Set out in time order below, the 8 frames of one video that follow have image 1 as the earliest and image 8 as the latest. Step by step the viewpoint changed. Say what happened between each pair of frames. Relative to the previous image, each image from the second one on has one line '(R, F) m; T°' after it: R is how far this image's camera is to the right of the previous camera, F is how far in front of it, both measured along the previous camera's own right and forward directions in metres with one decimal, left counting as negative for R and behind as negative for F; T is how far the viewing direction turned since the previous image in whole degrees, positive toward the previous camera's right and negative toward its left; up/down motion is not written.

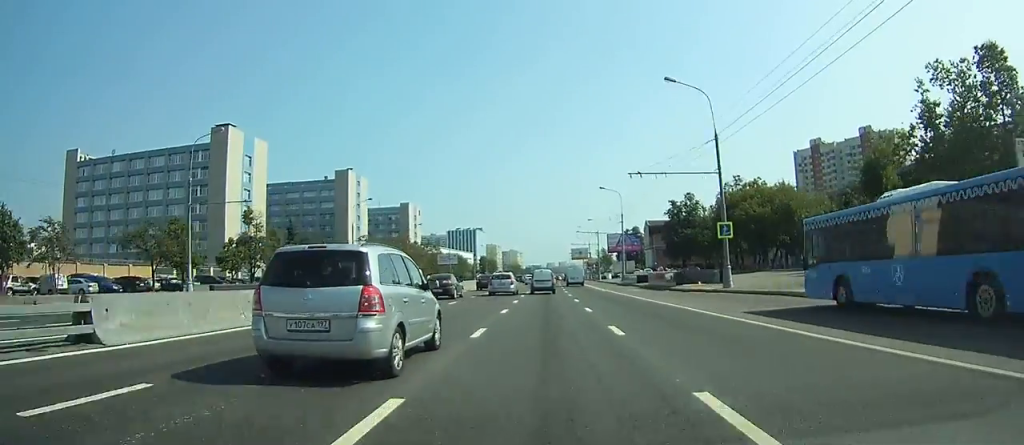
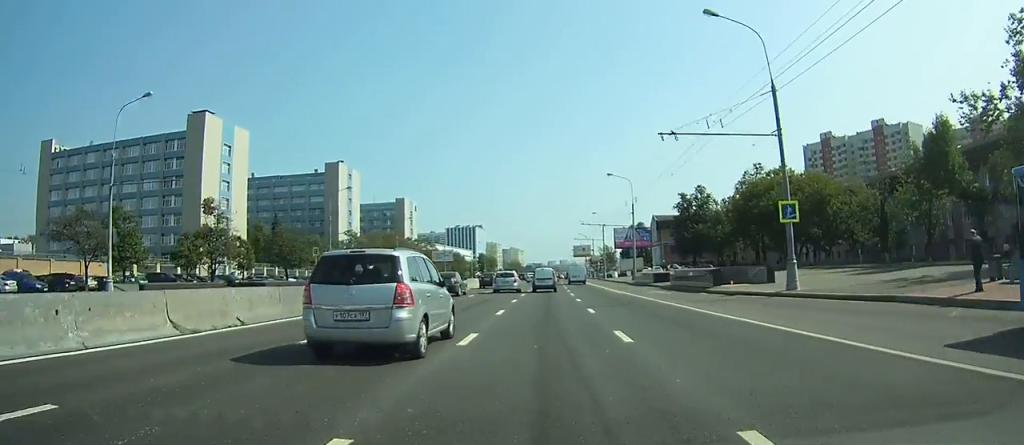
(0.0, +9.5) m; 0°
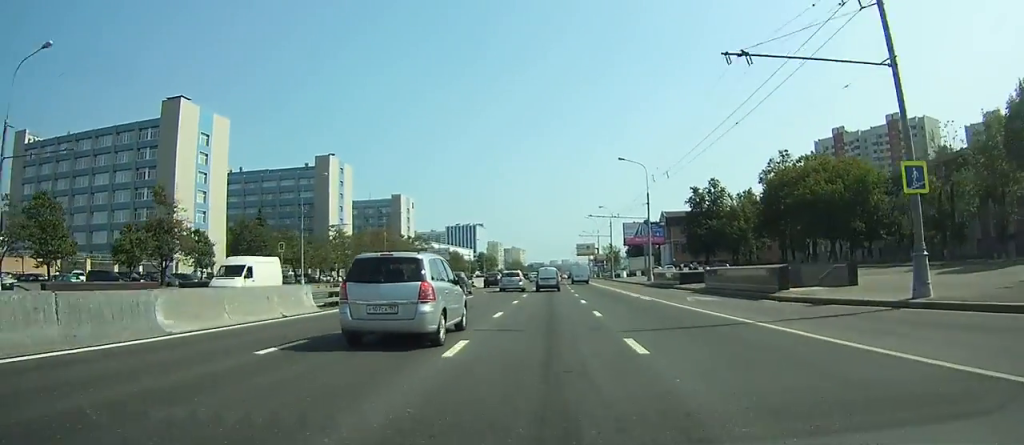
(0.0, +9.6) m; 0°
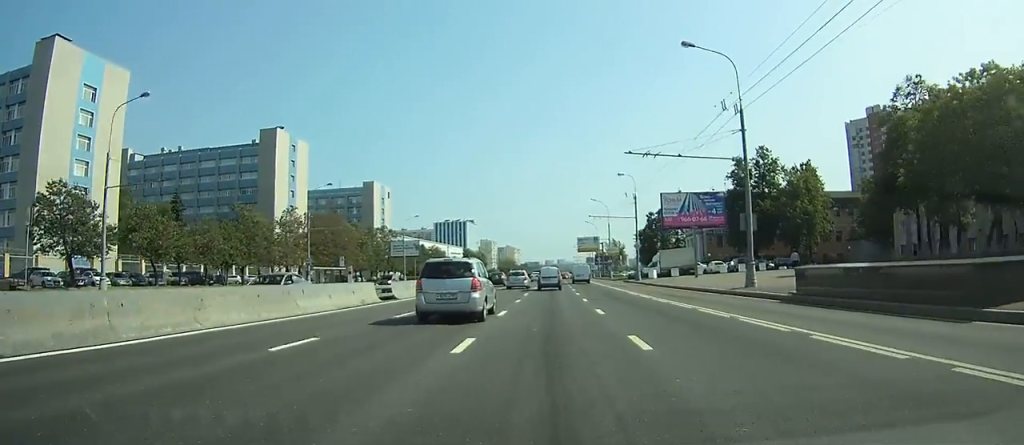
(-0.2, +31.8) m; -1°
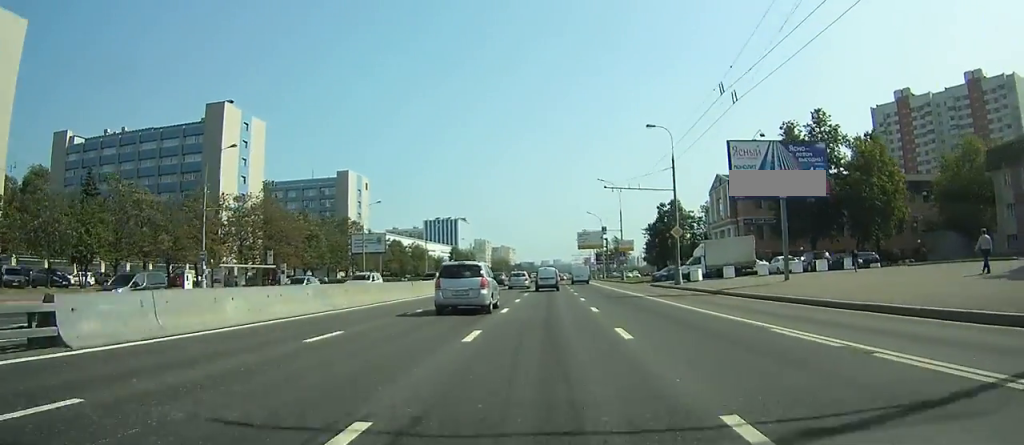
(0.0, +22.3) m; 0°
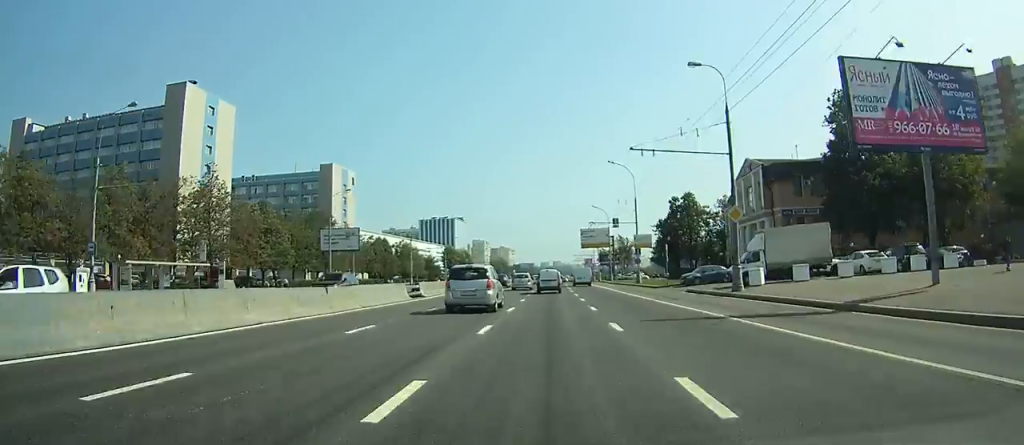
(0.0, +13.9) m; 0°
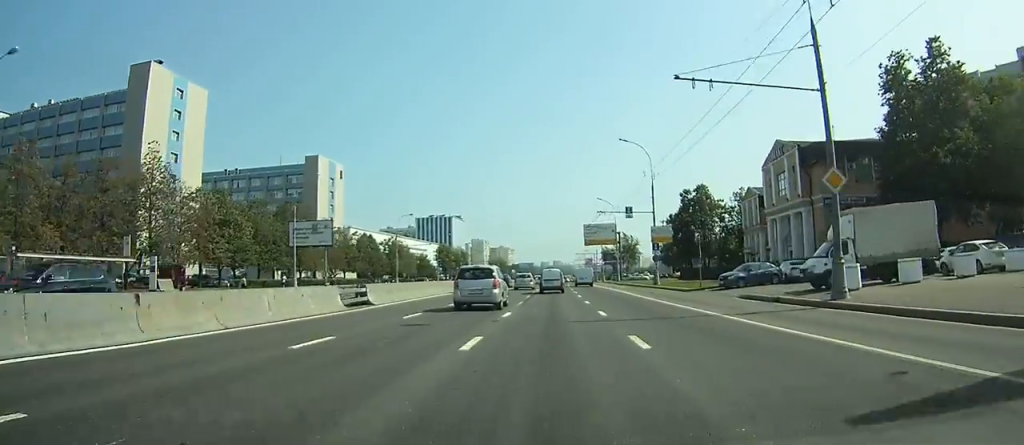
(+0.1, +10.9) m; 0°
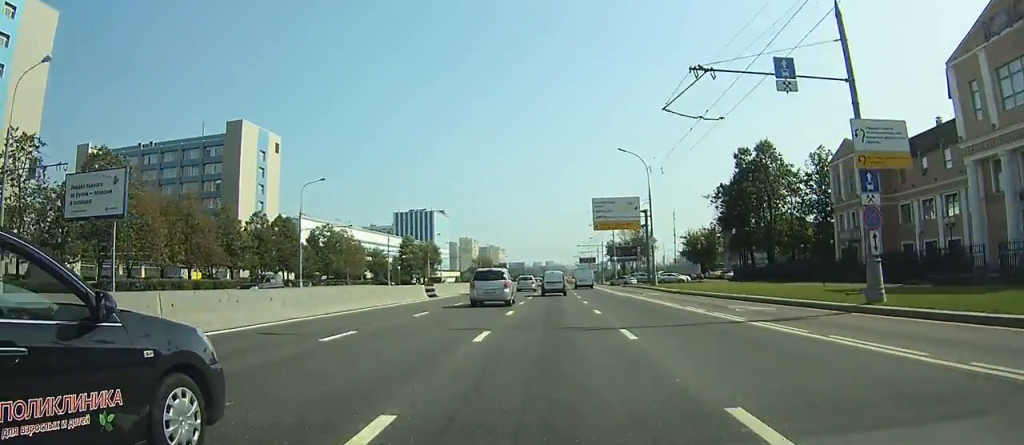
(-0.1, +38.0) m; 0°
